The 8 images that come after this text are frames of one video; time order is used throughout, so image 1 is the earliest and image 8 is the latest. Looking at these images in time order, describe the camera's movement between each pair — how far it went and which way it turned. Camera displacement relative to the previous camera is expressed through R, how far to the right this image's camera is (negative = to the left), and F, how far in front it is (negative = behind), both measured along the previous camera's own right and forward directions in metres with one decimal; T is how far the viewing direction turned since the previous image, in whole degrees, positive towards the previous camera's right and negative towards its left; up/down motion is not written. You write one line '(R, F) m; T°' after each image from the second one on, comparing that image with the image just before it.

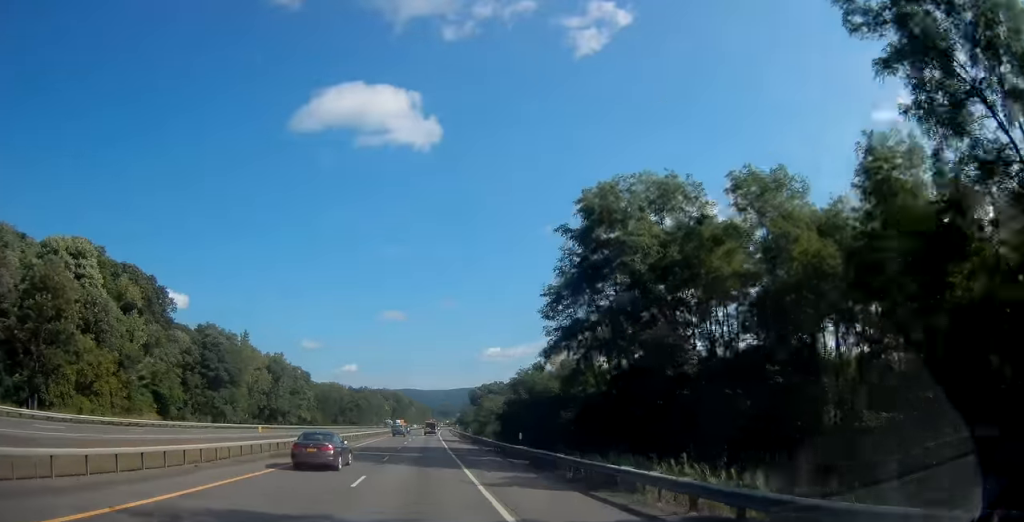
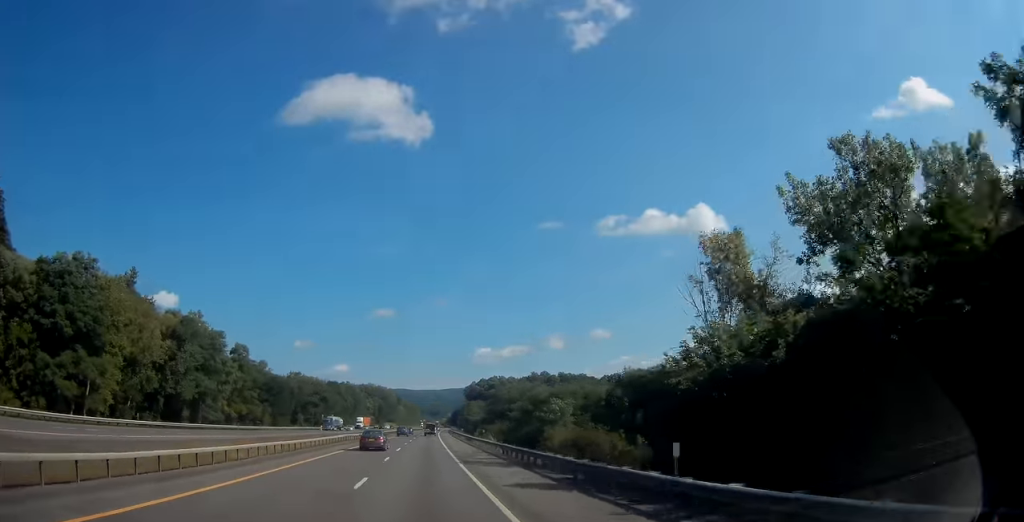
(+0.3, +60.7) m; +1°
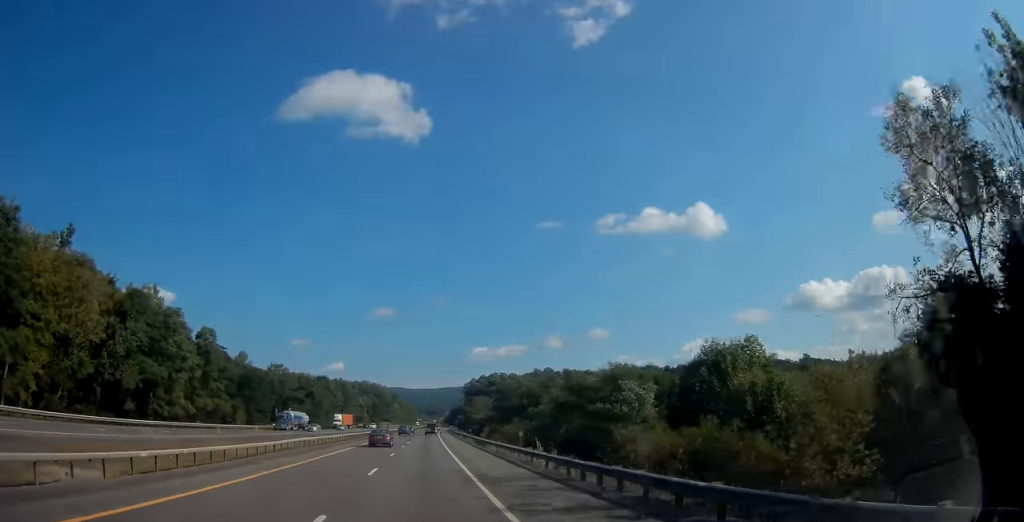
(+0.1, +20.2) m; 0°
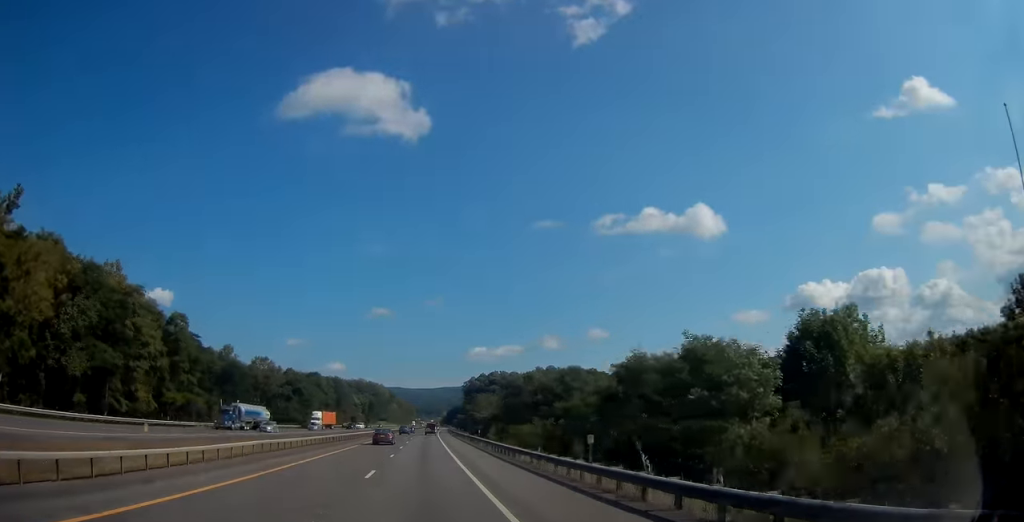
(-0.1, +13.4) m; 0°
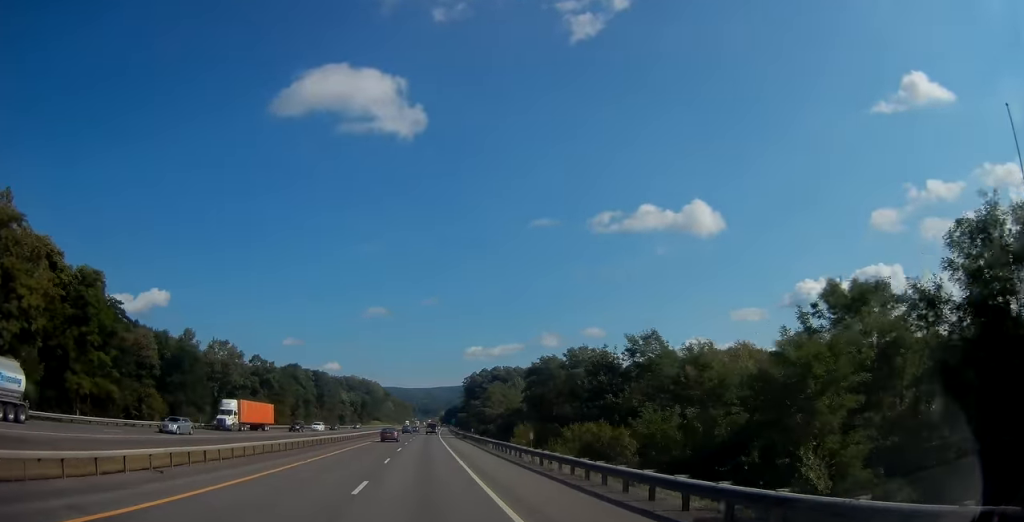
(0.0, +28.8) m; +1°
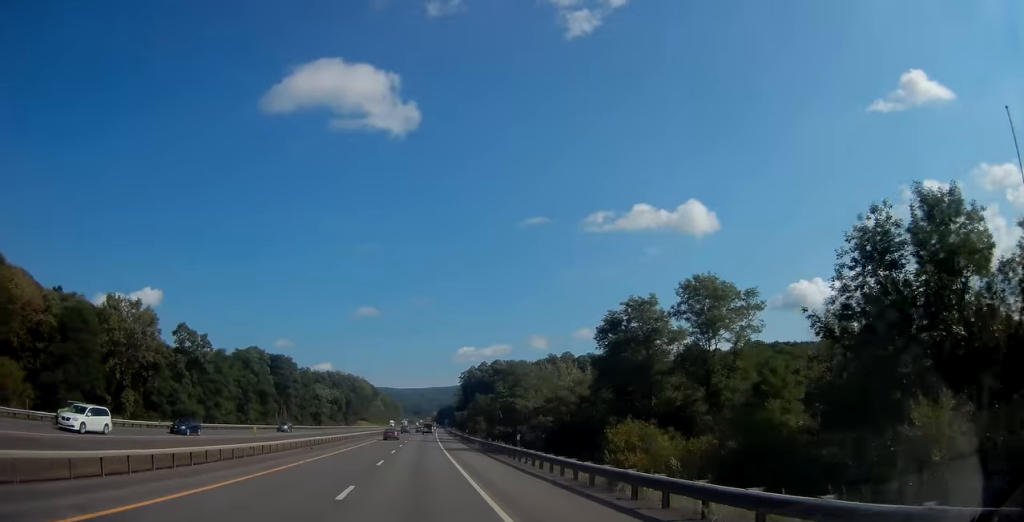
(+0.5, +37.5) m; +1°
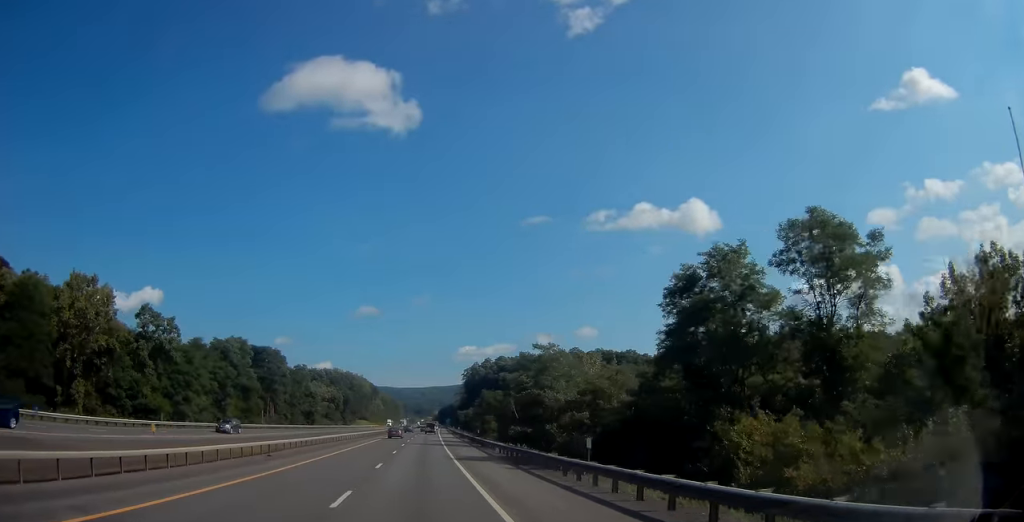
(0.0, +13.5) m; 0°
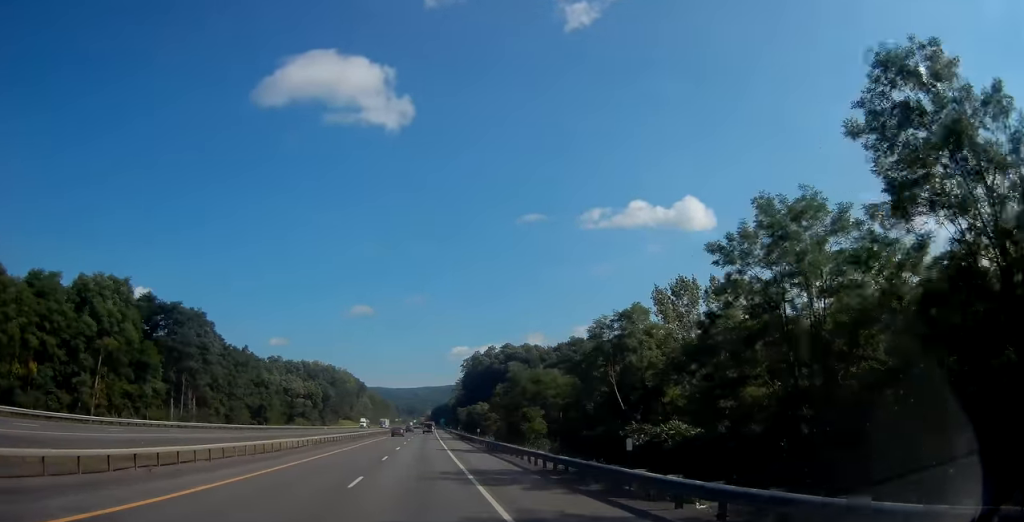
(-0.1, +44.3) m; +1°
